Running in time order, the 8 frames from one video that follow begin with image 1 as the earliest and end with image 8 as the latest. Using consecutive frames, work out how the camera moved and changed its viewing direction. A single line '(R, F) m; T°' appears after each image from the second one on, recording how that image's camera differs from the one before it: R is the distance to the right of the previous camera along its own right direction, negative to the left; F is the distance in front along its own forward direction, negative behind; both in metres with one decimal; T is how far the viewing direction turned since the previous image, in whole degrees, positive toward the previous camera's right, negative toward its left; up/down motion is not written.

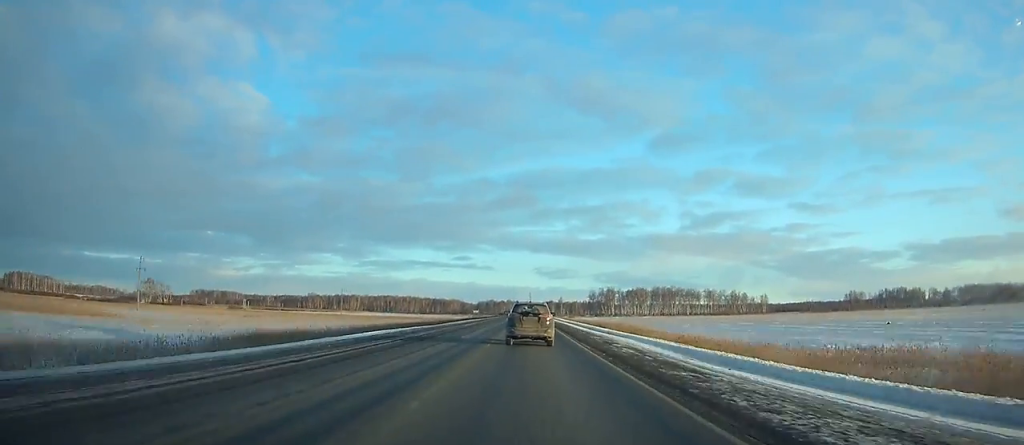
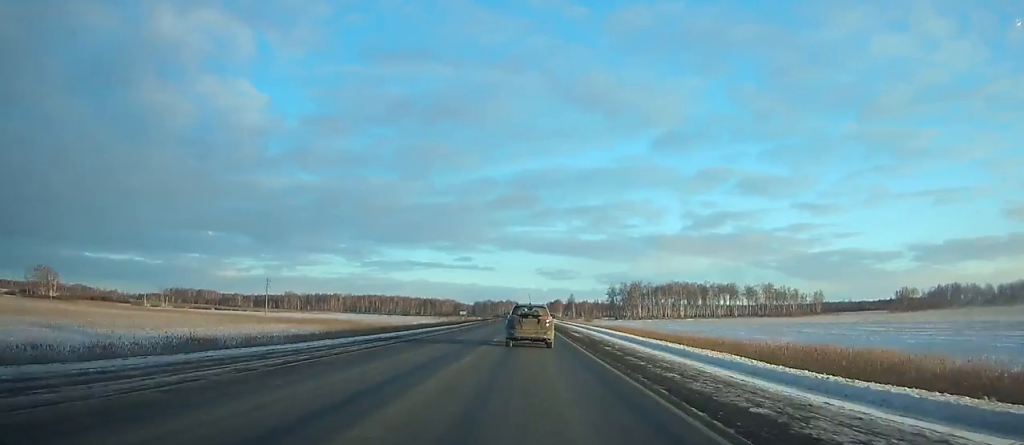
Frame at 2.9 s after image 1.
(0.0, +88.0) m; 0°
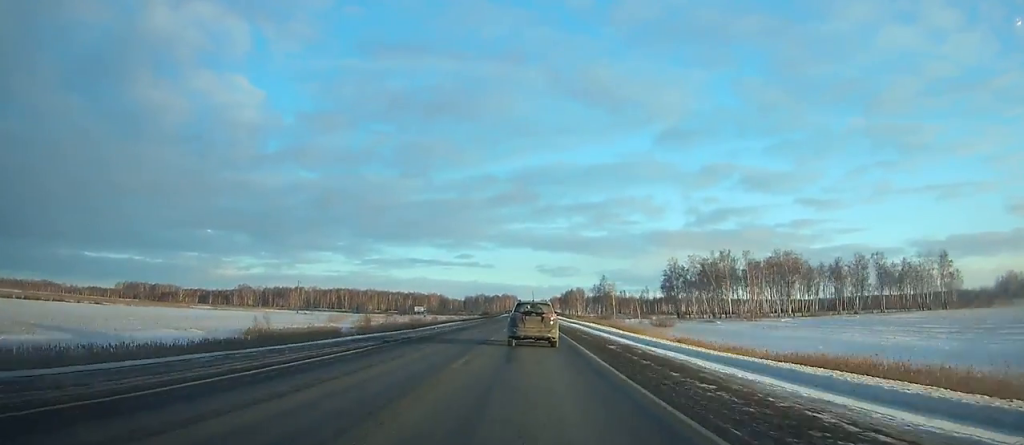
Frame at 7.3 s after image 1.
(0.0, +133.0) m; 0°
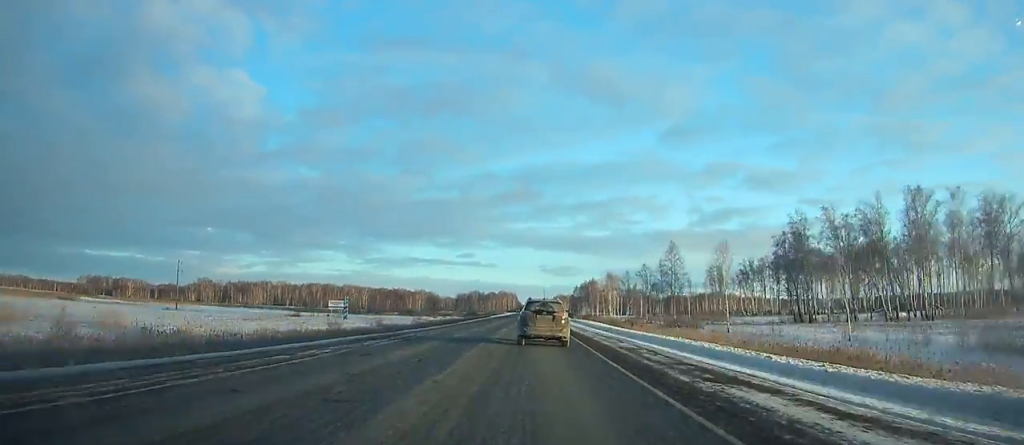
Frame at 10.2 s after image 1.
(+0.1, +86.5) m; 0°
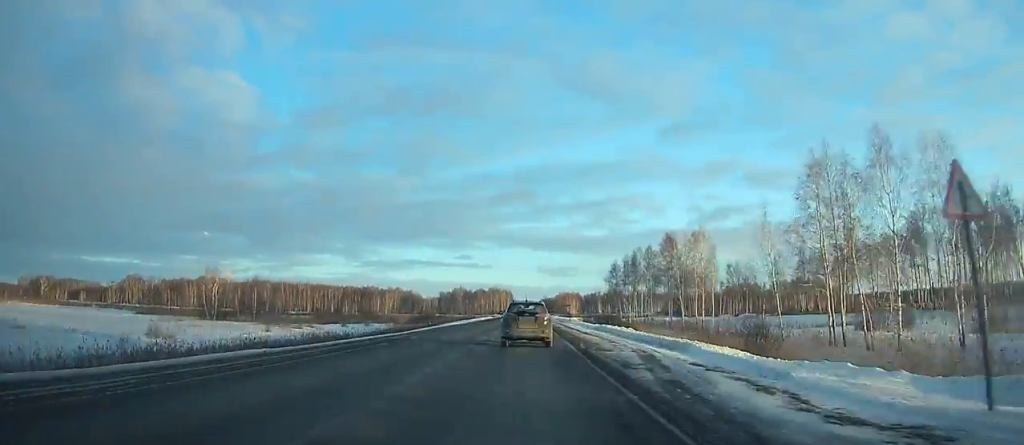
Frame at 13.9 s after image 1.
(+0.2, +108.6) m; 0°
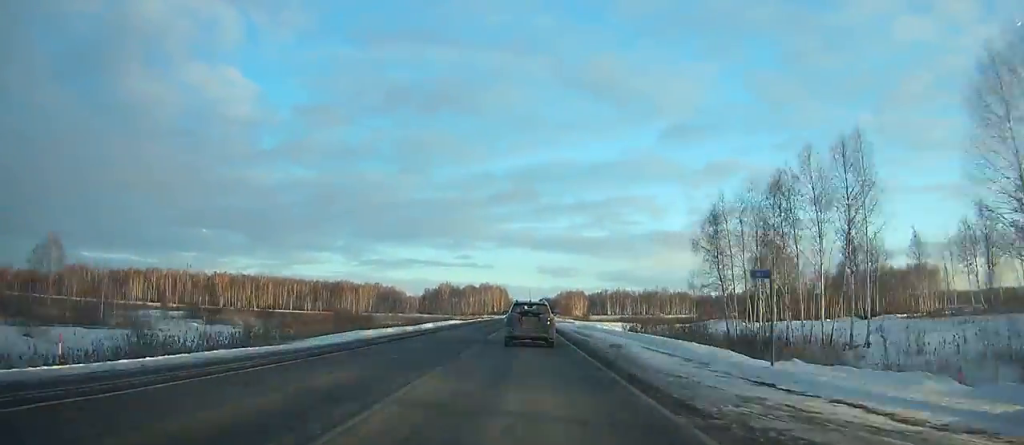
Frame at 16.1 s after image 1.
(-0.3, +63.8) m; 0°
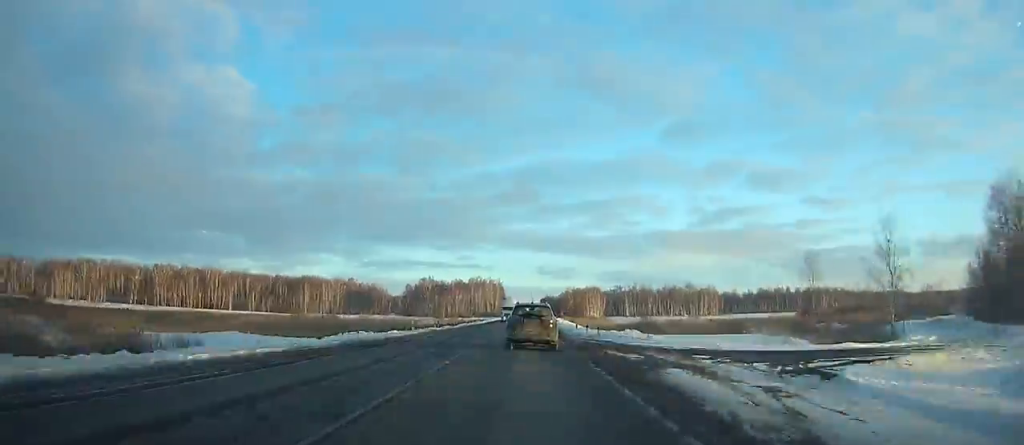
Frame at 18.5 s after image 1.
(0.0, +69.1) m; 0°
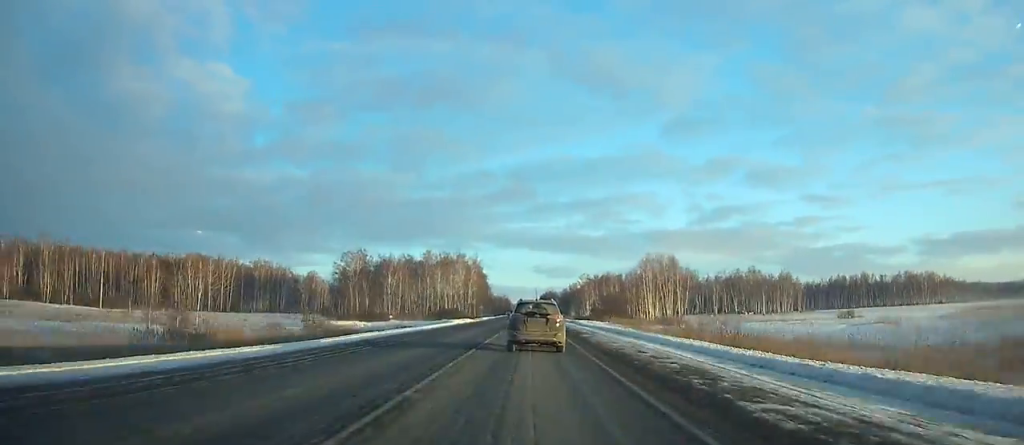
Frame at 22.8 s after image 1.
(0.0, +123.2) m; 0°
